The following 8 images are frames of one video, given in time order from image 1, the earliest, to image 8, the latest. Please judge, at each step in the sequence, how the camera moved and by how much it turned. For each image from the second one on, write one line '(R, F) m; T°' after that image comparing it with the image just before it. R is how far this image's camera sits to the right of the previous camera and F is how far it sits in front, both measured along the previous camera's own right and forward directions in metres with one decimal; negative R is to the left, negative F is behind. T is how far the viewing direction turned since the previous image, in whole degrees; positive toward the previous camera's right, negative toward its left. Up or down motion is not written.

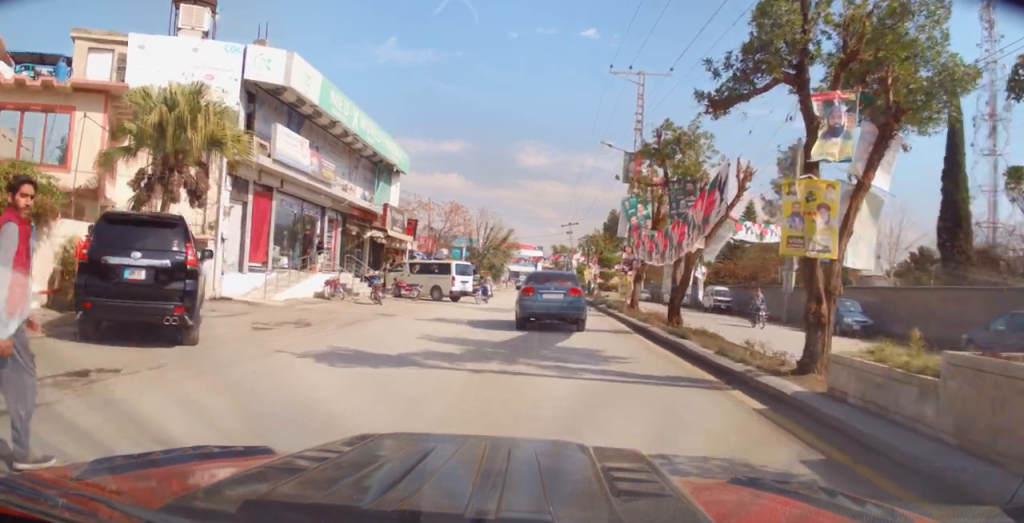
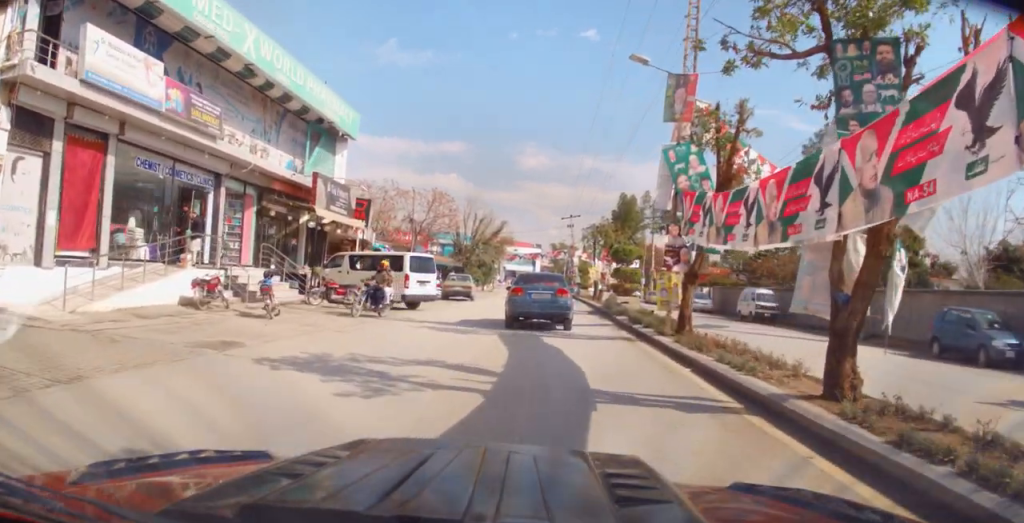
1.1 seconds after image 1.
(+0.4, +9.2) m; +2°
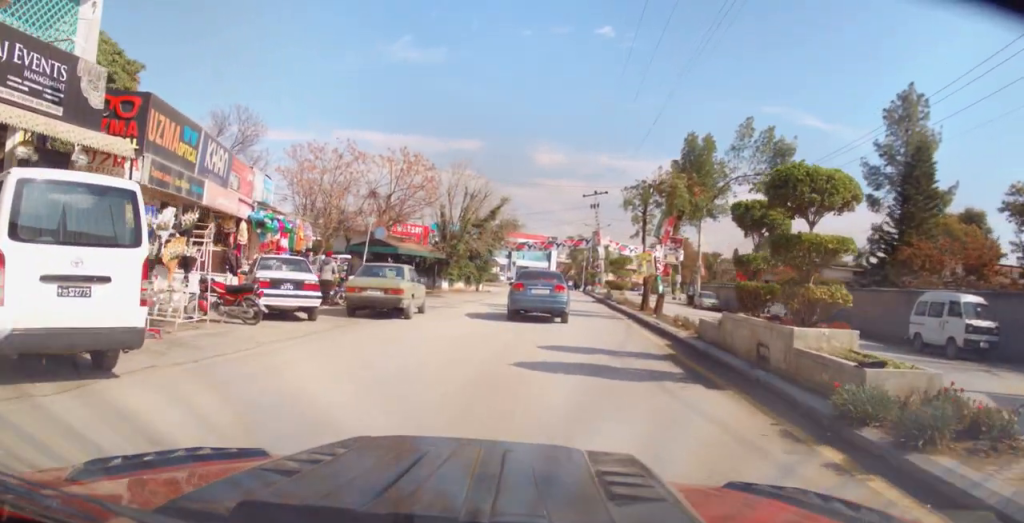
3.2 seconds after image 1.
(-0.3, +17.6) m; -4°
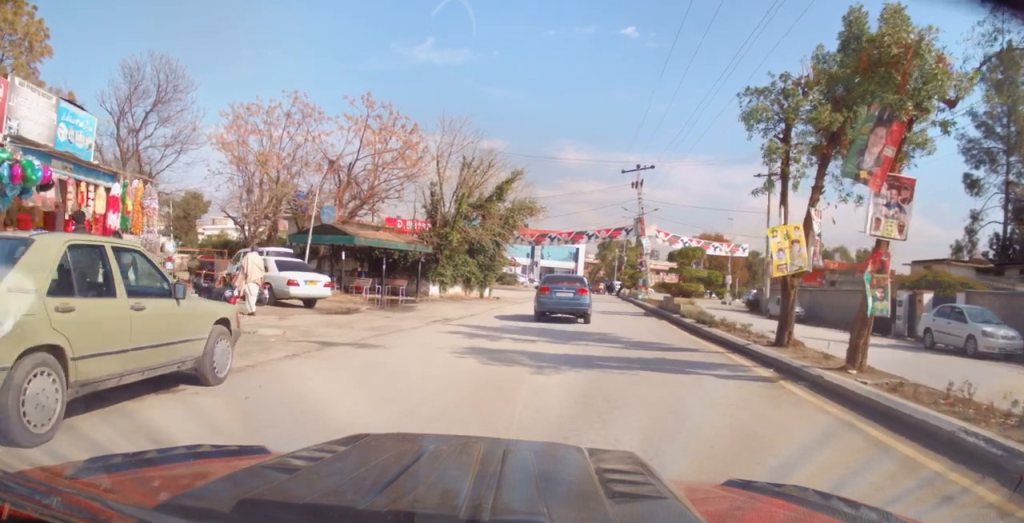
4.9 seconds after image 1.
(-0.5, +13.2) m; -1°
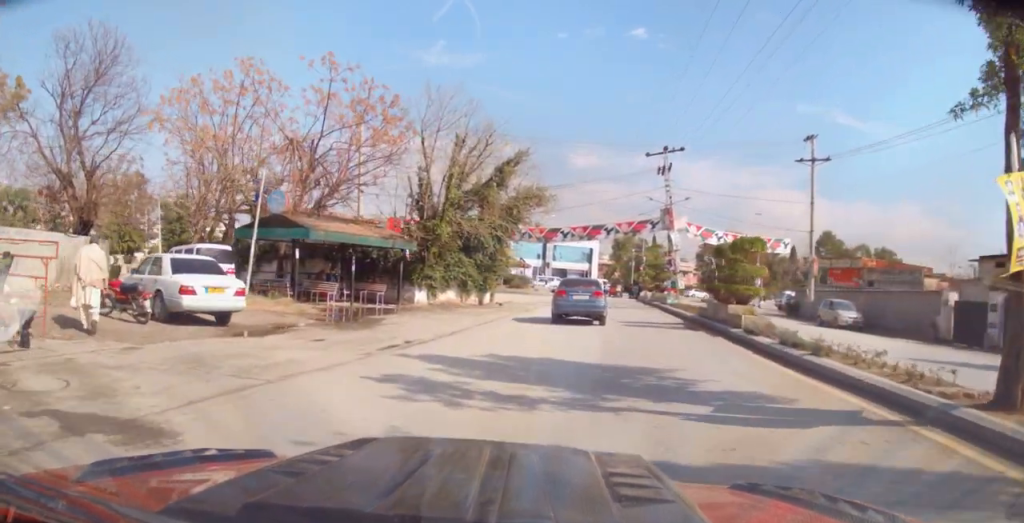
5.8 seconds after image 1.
(+0.3, +6.2) m; +1°
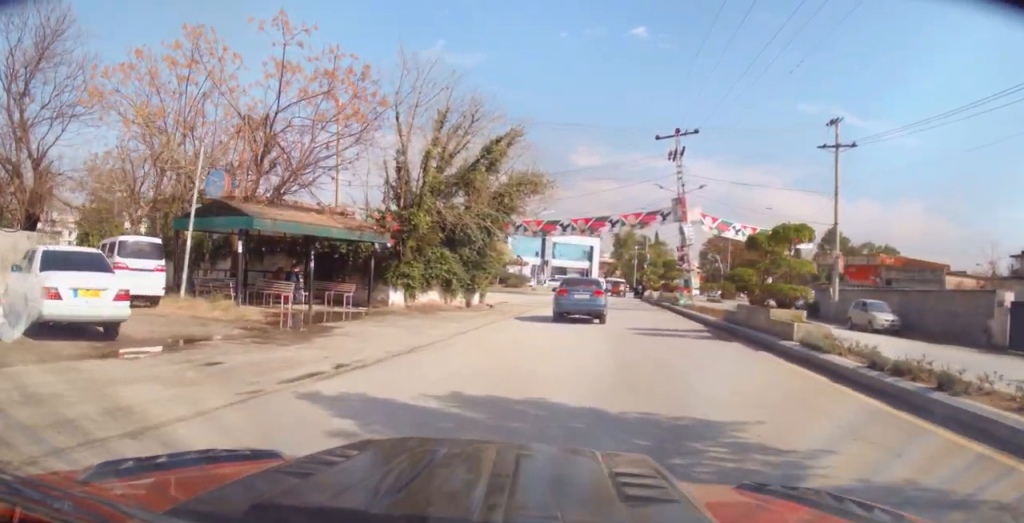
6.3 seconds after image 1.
(-0.1, +3.7) m; -3°
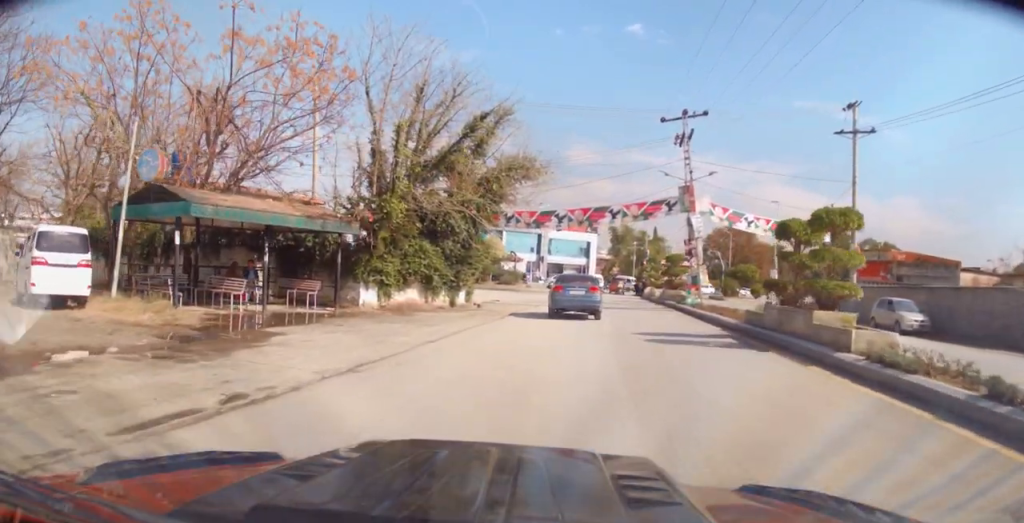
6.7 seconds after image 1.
(+0.1, +3.0) m; -2°
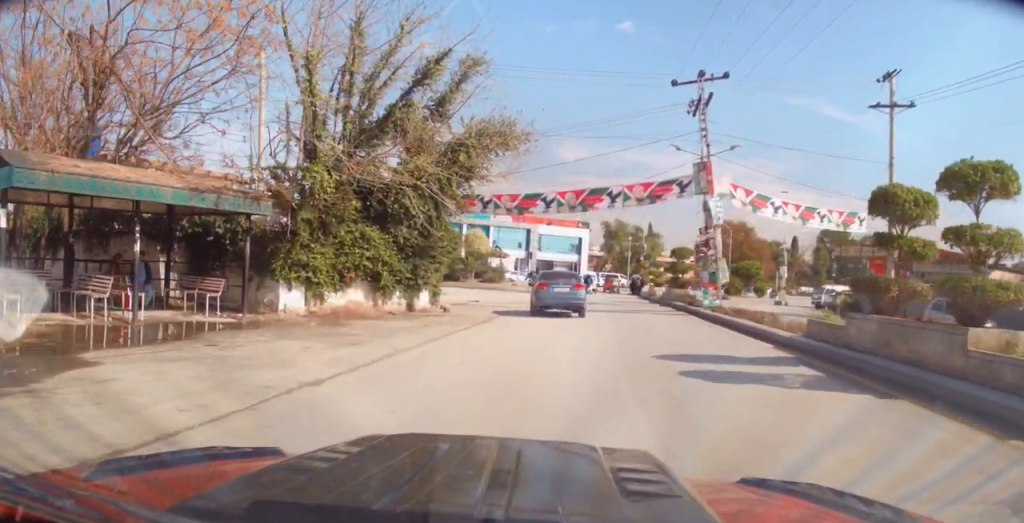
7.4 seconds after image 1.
(-0.4, +5.3) m; +1°
